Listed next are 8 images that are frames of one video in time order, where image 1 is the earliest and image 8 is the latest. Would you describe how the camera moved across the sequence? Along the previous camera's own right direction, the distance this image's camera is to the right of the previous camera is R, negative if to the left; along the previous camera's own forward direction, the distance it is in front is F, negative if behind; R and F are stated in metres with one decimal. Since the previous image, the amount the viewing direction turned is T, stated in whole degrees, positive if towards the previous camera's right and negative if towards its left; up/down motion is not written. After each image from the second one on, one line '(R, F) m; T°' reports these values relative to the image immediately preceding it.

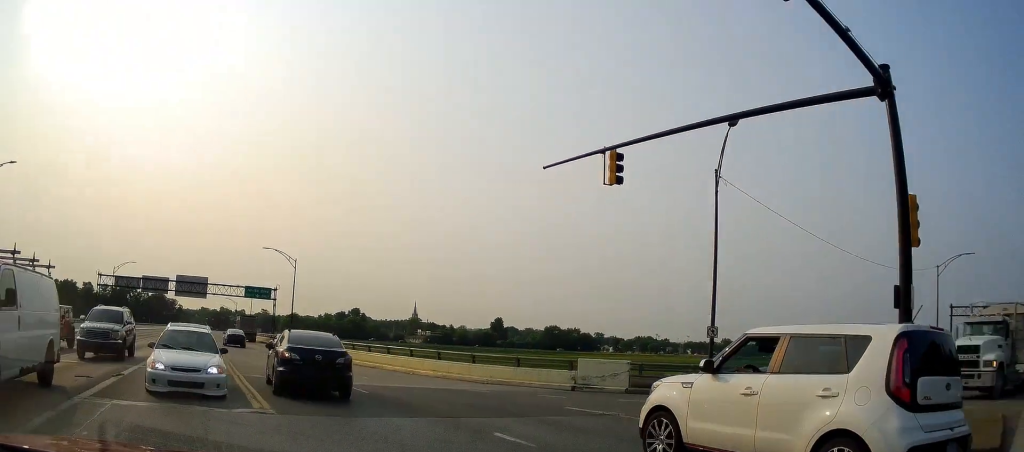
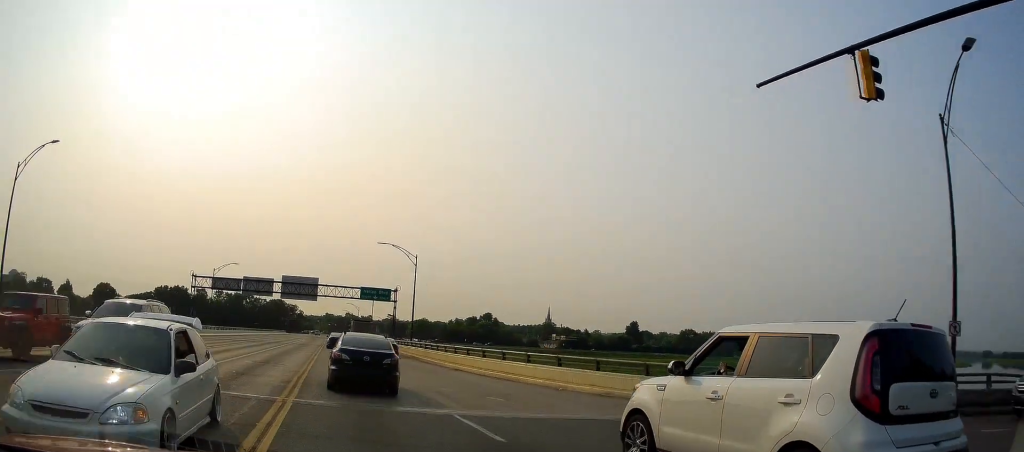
(-0.6, +7.0) m; -12°
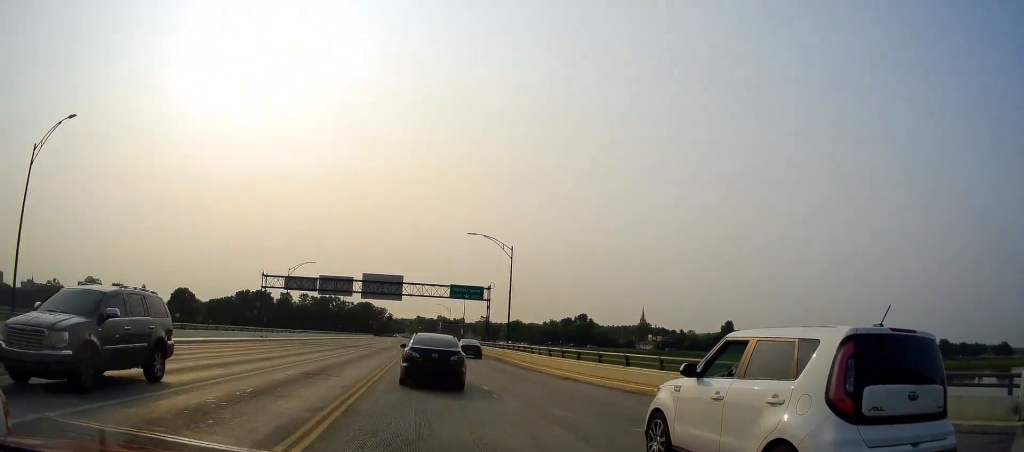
(-0.7, +5.8) m; -7°
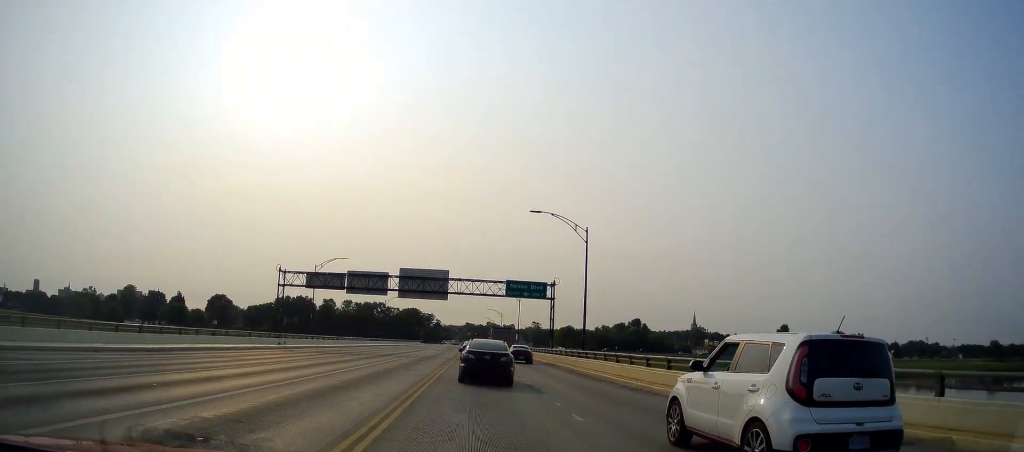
(-0.6, +11.2) m; -7°
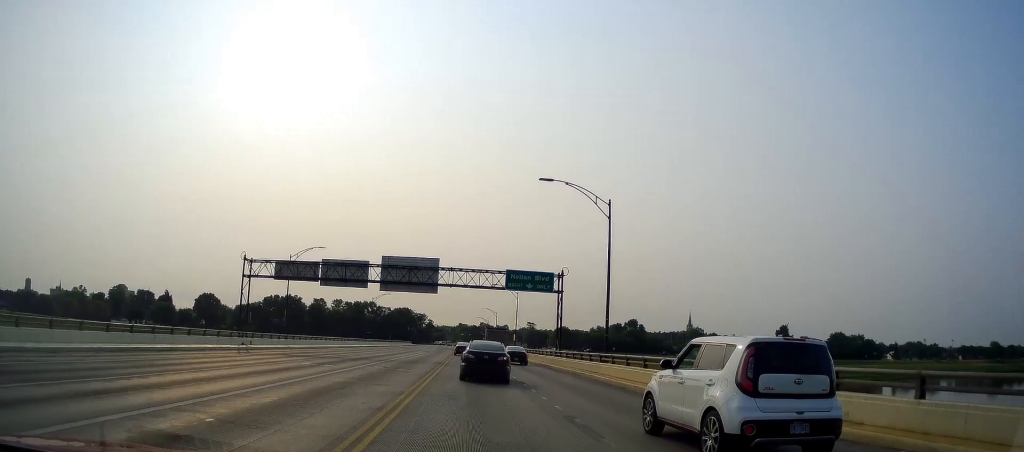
(-0.5, +7.9) m; -3°
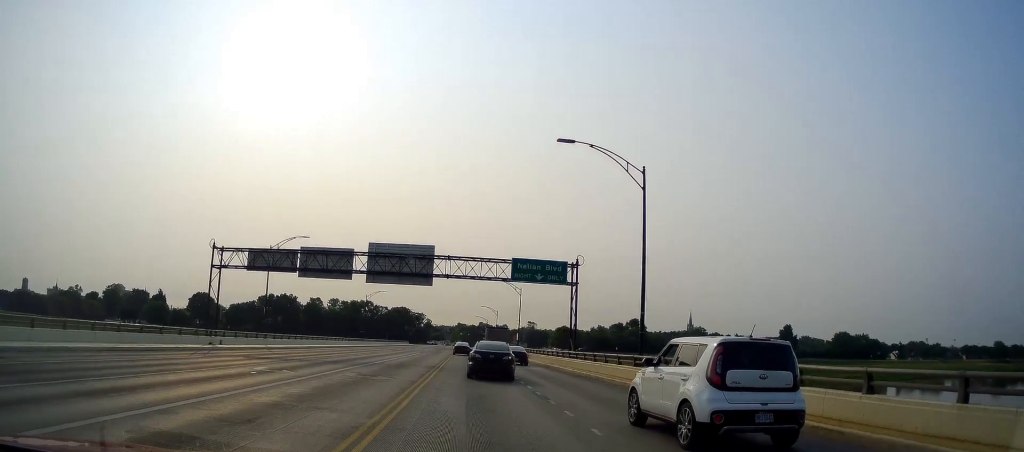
(-0.2, +6.2) m; -2°
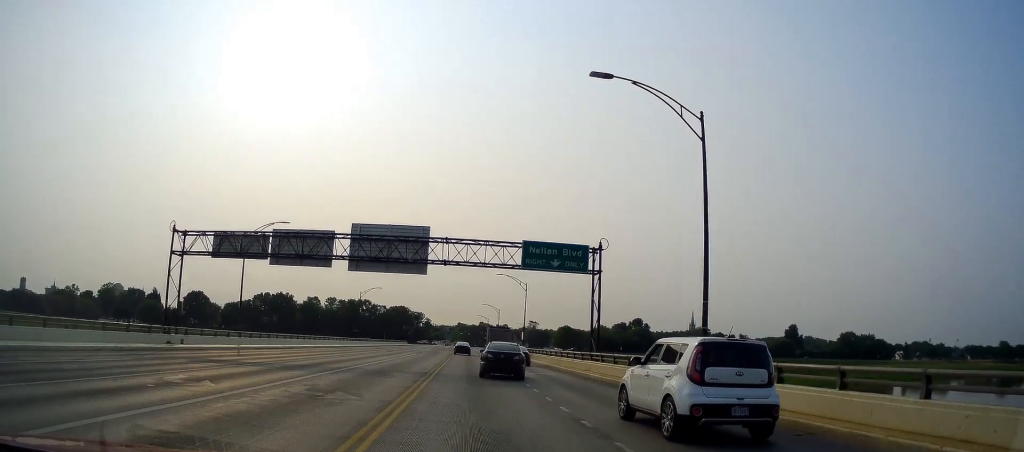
(-0.1, +6.5) m; 0°
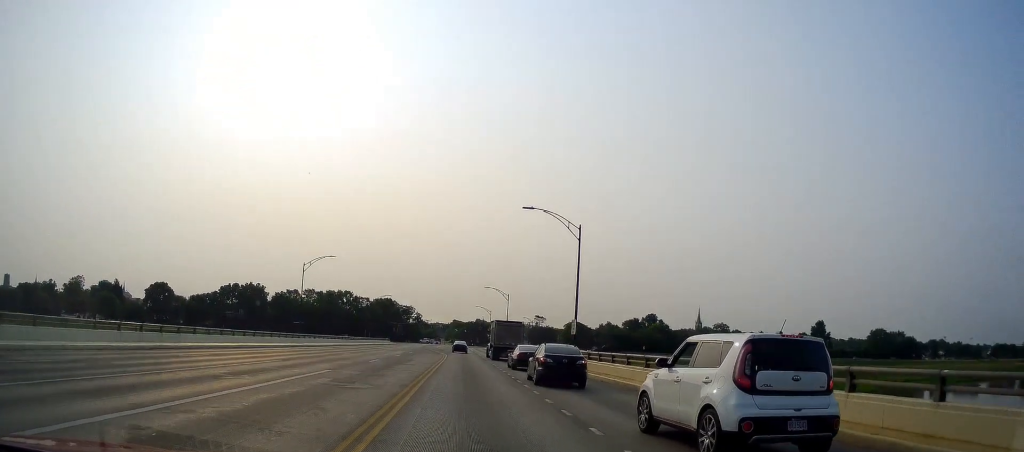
(-0.3, +34.9) m; 0°
